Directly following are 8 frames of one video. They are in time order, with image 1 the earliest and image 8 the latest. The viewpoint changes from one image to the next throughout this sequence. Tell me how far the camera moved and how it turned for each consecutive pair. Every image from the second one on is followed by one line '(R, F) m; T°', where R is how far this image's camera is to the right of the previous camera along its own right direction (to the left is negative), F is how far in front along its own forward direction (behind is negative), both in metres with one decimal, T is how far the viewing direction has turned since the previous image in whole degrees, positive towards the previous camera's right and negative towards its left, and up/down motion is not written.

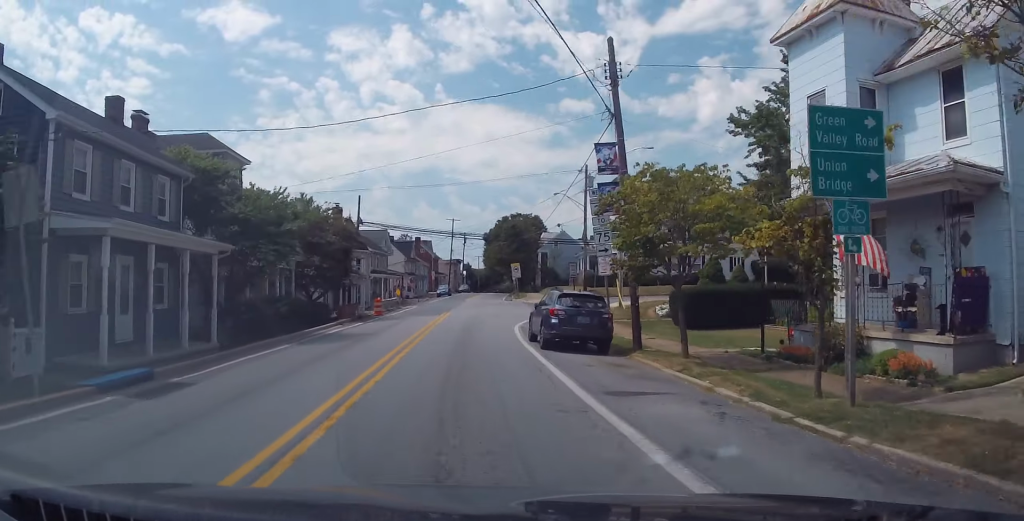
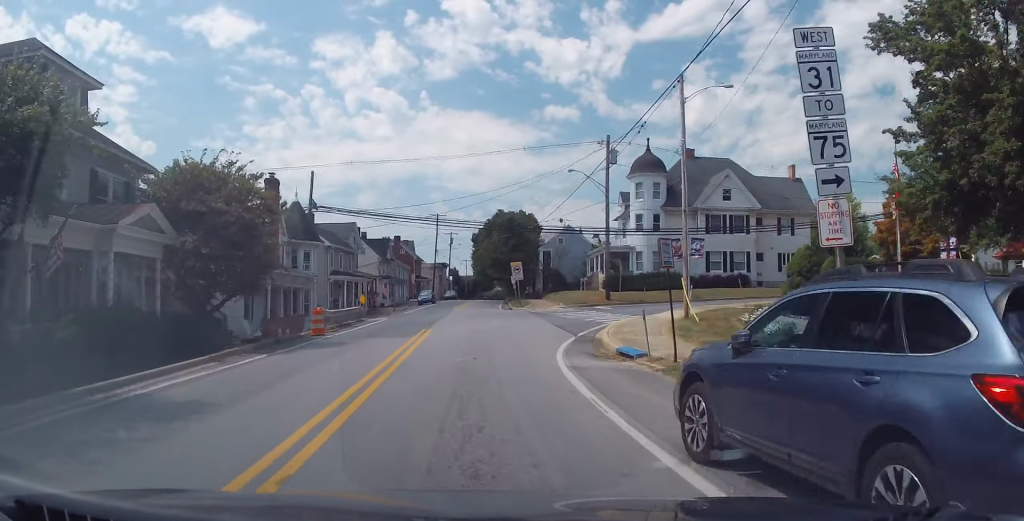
(+0.2, +14.2) m; +1°
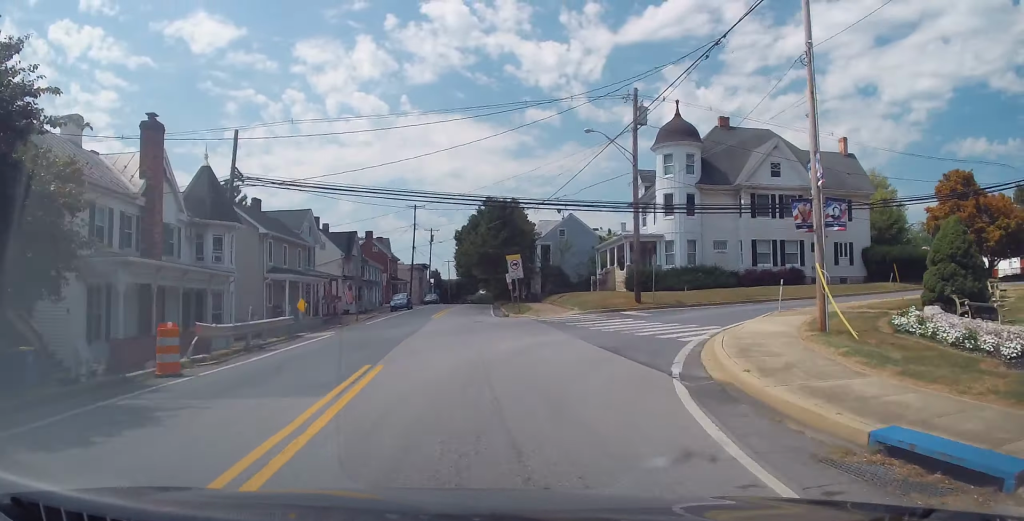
(-0.1, +12.1) m; +1°
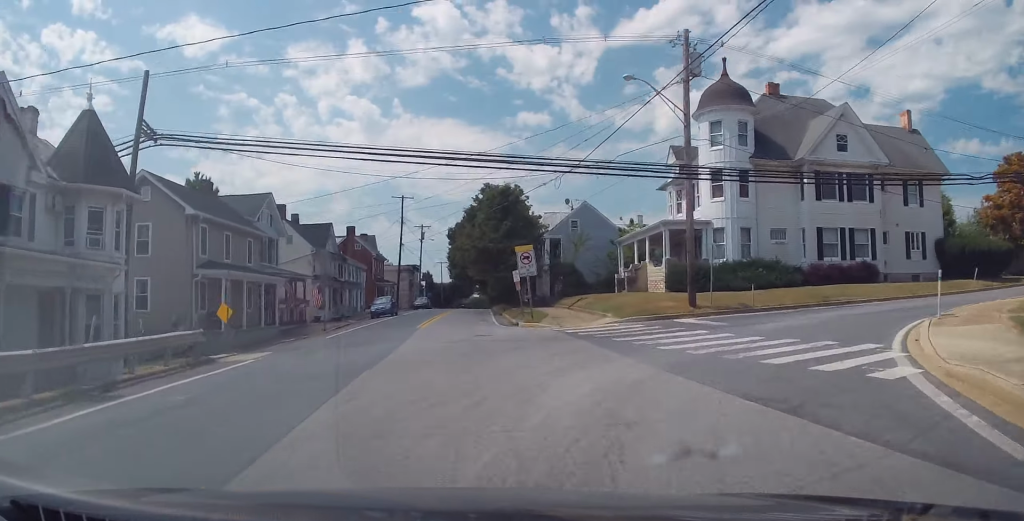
(+0.1, +9.3) m; +1°
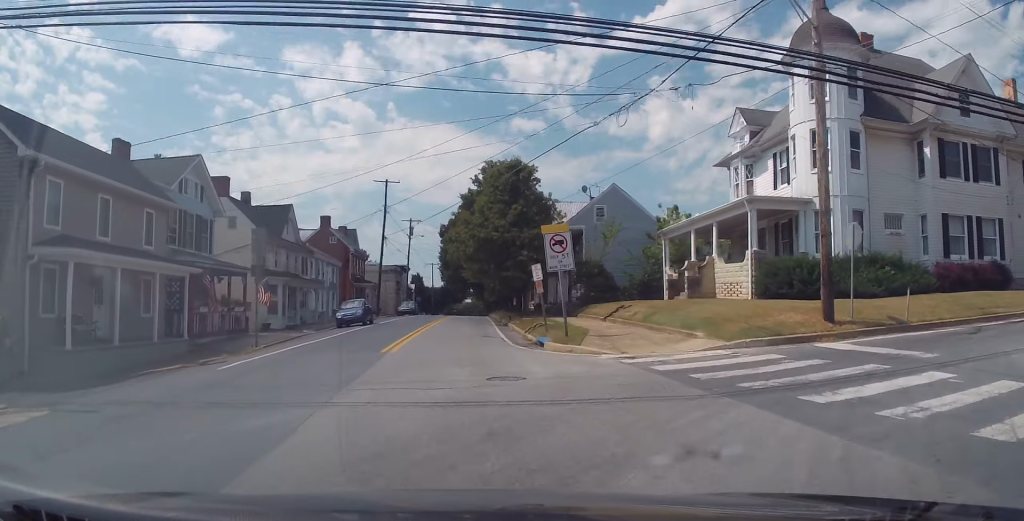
(+0.4, +11.0) m; +1°
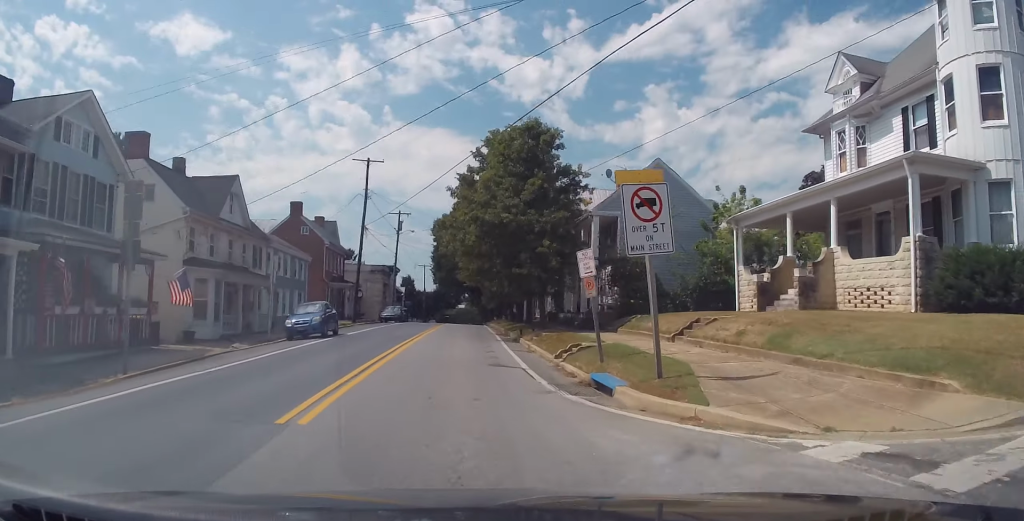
(-0.2, +9.5) m; 0°
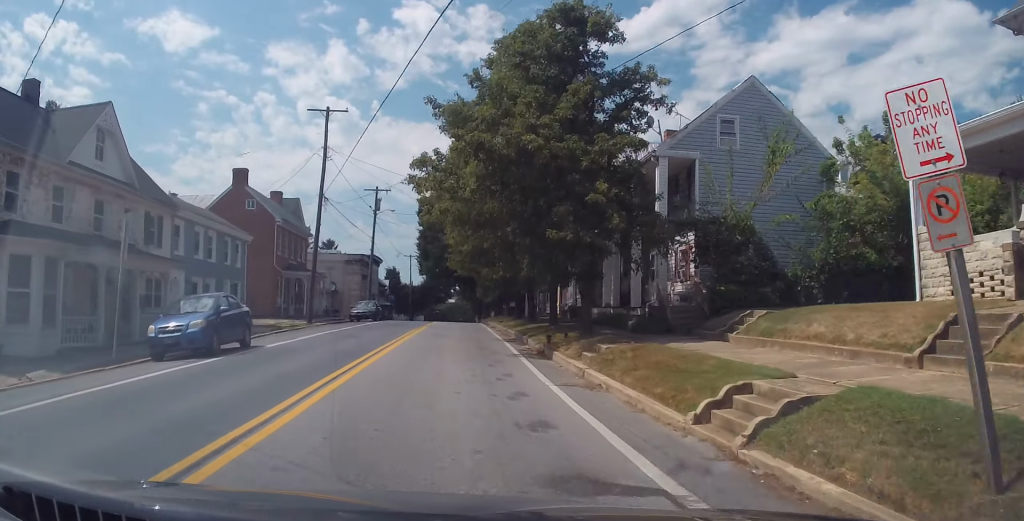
(+0.2, +11.2) m; 0°
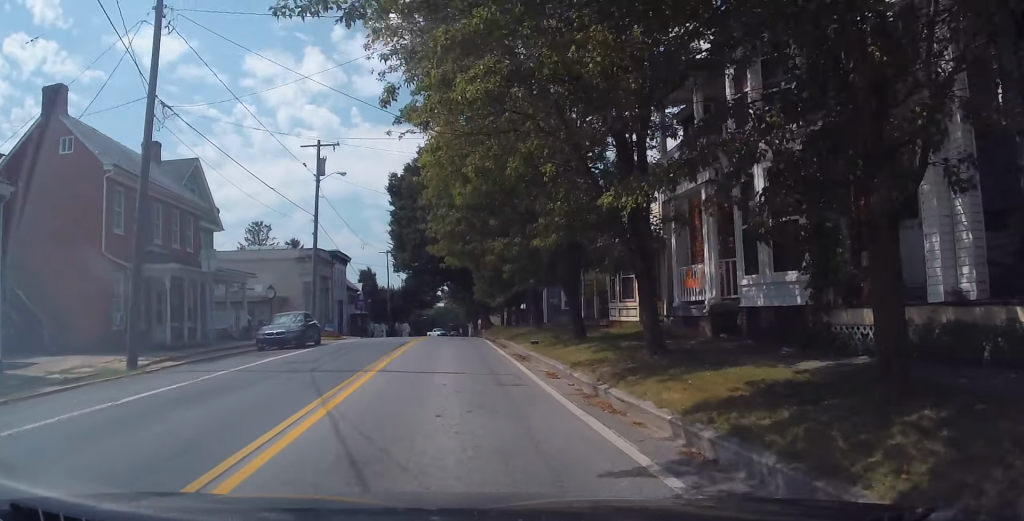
(-0.1, +18.6) m; -1°
